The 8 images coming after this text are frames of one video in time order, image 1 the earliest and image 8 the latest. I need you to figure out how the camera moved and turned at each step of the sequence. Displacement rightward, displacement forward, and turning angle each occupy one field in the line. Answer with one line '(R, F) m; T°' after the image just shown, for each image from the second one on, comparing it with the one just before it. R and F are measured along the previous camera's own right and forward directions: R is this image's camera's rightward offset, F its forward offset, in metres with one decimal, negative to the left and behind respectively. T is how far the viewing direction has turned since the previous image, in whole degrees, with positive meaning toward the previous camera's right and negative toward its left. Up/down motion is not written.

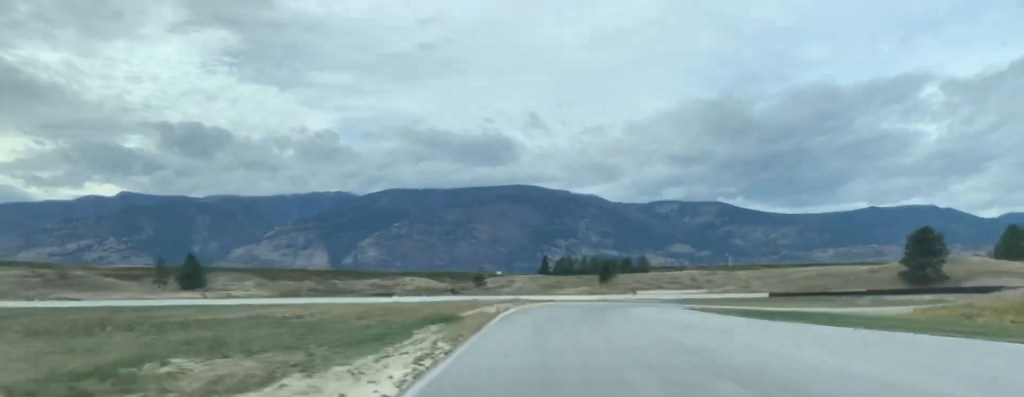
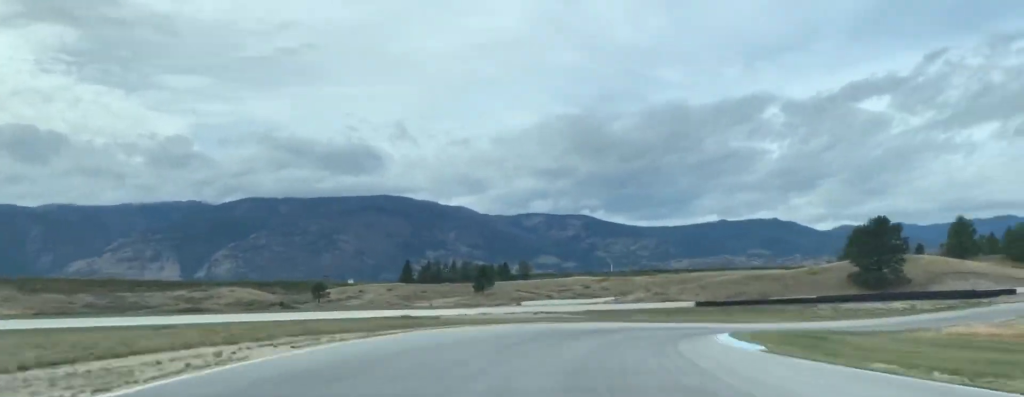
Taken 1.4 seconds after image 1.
(+2.9, +52.8) m; +9°
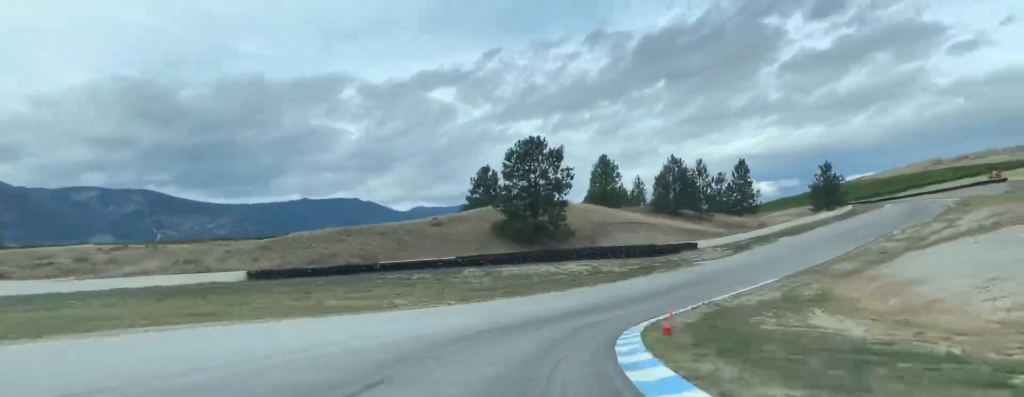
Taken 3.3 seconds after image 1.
(+16.0, +68.3) m; +30°
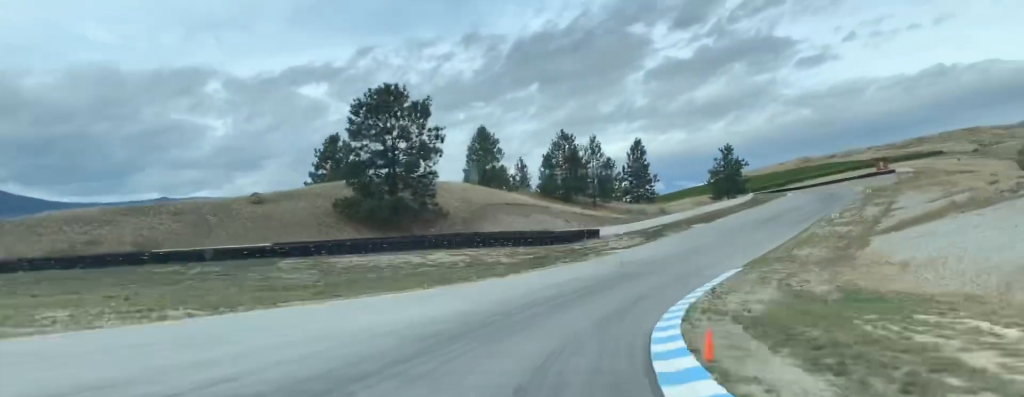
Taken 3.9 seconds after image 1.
(+2.4, +24.7) m; +11°
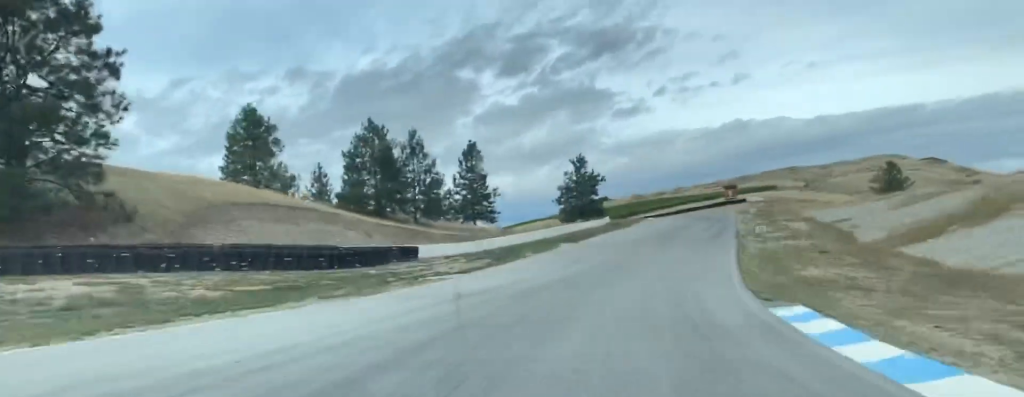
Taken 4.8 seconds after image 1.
(+3.5, +32.2) m; +13°
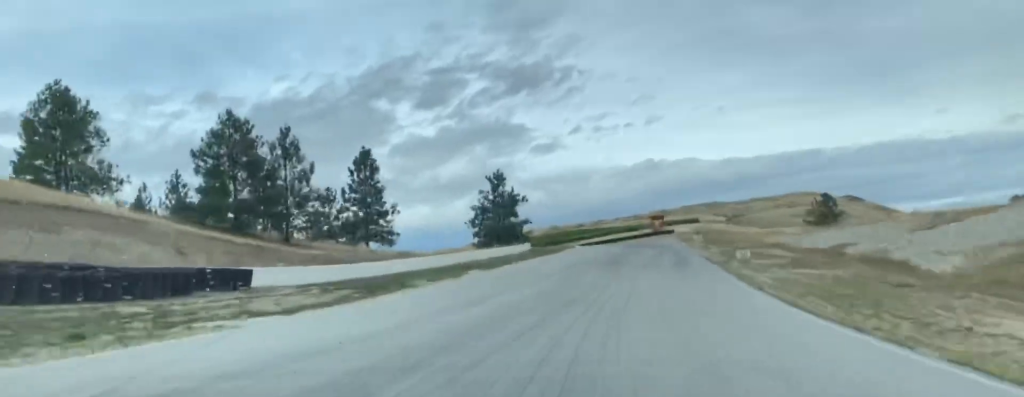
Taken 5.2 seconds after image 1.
(+1.7, +16.1) m; +5°
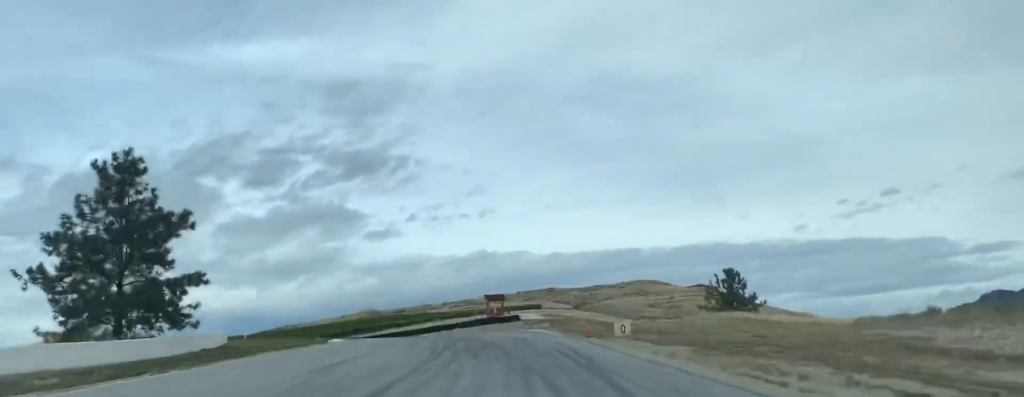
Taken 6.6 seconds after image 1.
(+6.6, +51.5) m; +11°
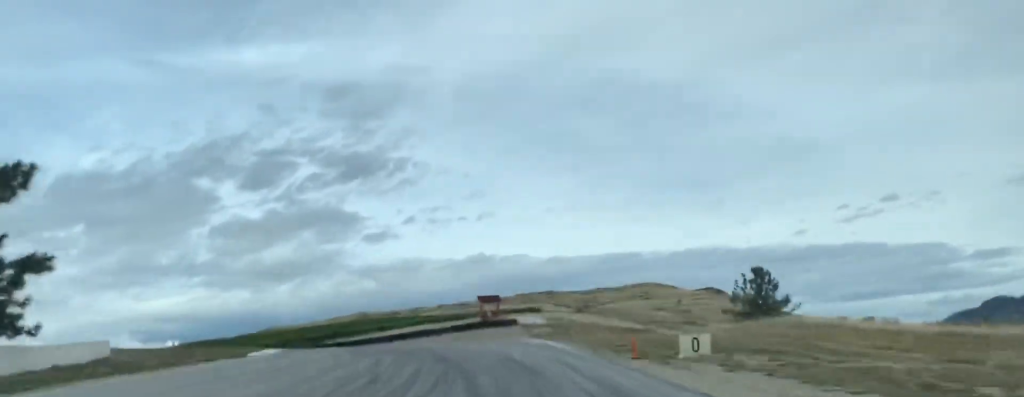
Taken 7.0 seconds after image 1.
(+0.1, +13.0) m; -1°
